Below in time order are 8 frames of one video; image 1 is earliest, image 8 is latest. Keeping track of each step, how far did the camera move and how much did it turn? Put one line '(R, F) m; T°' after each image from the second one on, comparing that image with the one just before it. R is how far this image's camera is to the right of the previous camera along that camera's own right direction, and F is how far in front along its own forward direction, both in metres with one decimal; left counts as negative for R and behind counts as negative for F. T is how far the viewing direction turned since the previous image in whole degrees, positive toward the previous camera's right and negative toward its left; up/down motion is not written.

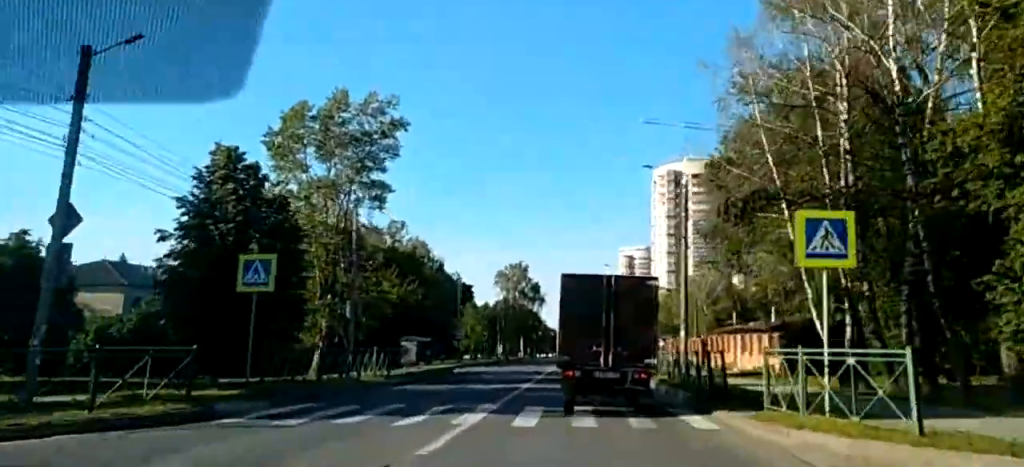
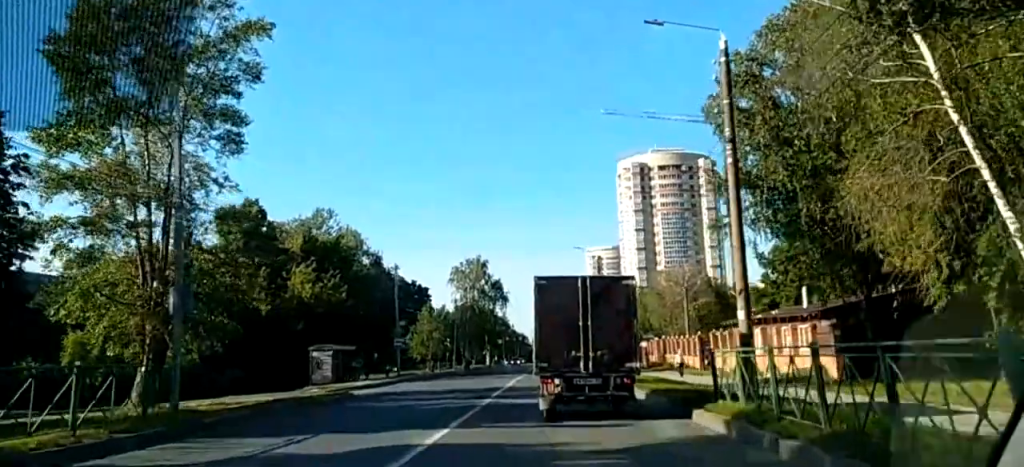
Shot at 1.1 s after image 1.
(+0.1, +16.6) m; +1°
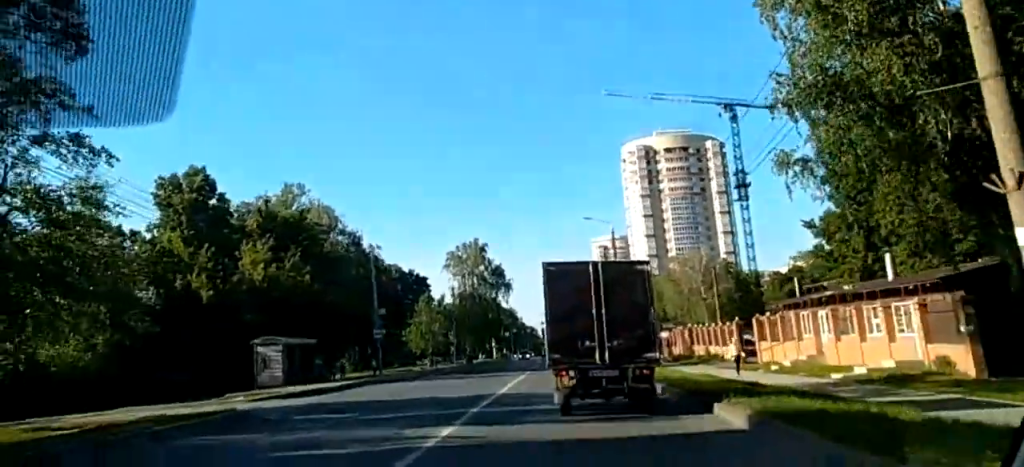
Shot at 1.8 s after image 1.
(+0.1, +11.6) m; 0°
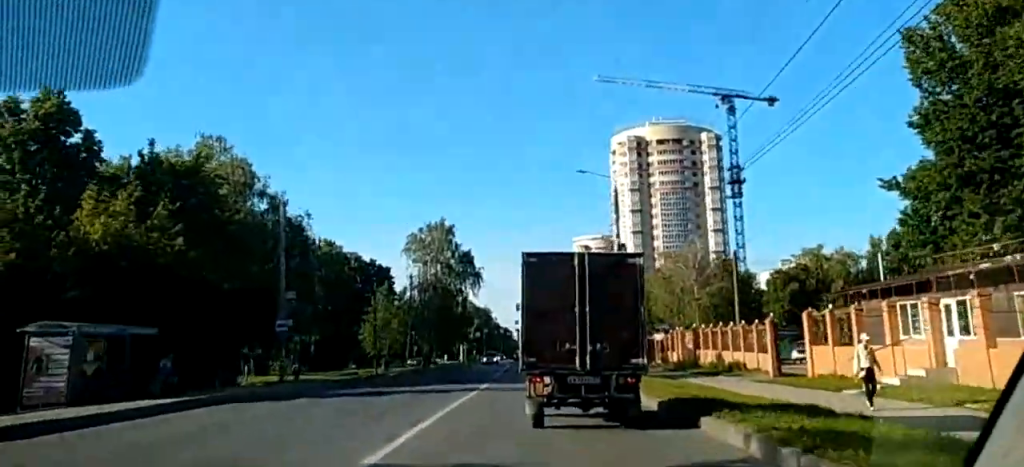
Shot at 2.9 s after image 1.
(-0.3, +16.2) m; -1°
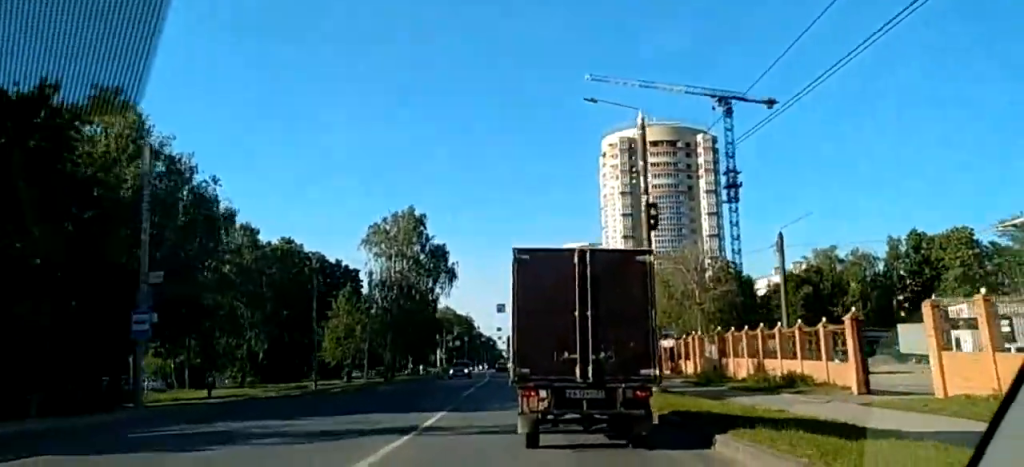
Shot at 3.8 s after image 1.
(-0.1, +13.0) m; +1°
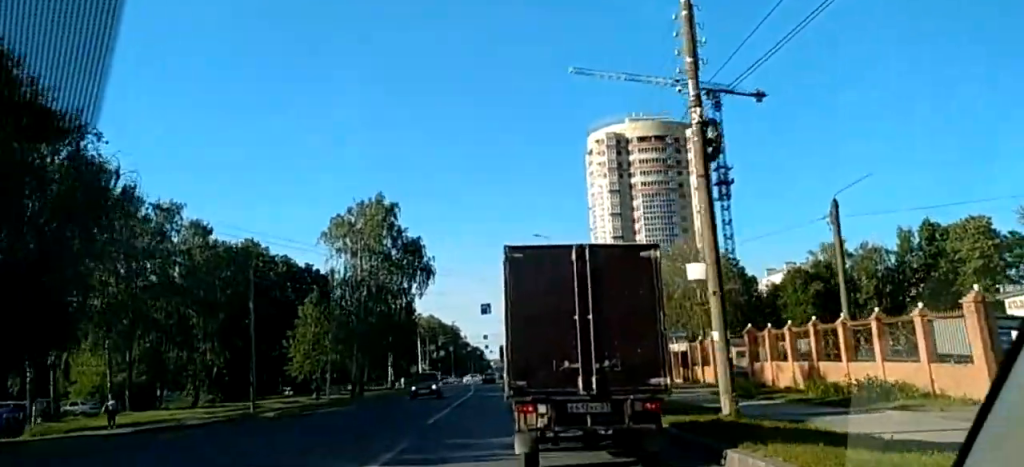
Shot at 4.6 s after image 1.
(+0.1, +9.9) m; +2°
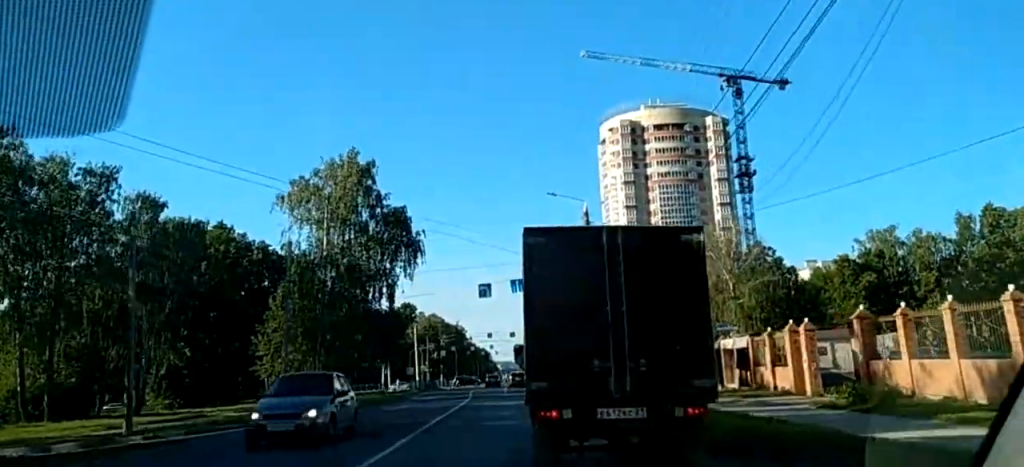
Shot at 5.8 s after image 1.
(+0.3, +13.2) m; +1°
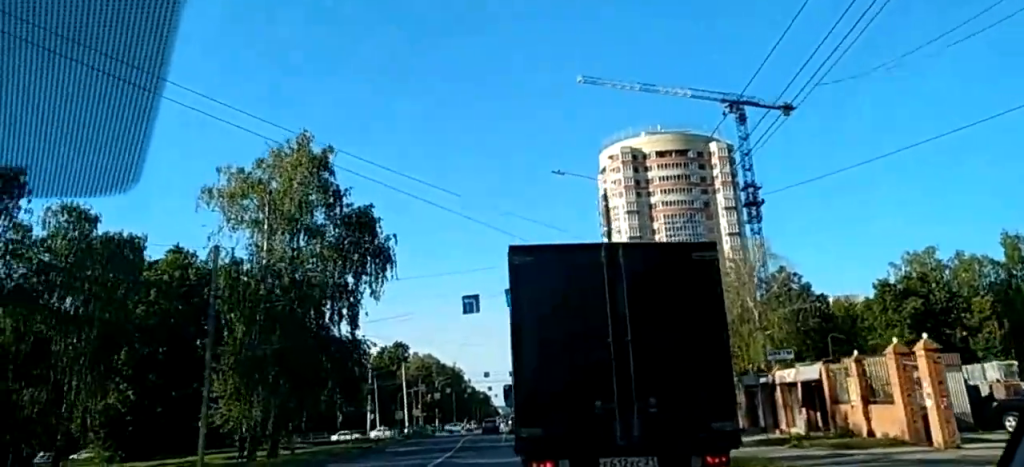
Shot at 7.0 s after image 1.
(0.0, +10.5) m; -1°
